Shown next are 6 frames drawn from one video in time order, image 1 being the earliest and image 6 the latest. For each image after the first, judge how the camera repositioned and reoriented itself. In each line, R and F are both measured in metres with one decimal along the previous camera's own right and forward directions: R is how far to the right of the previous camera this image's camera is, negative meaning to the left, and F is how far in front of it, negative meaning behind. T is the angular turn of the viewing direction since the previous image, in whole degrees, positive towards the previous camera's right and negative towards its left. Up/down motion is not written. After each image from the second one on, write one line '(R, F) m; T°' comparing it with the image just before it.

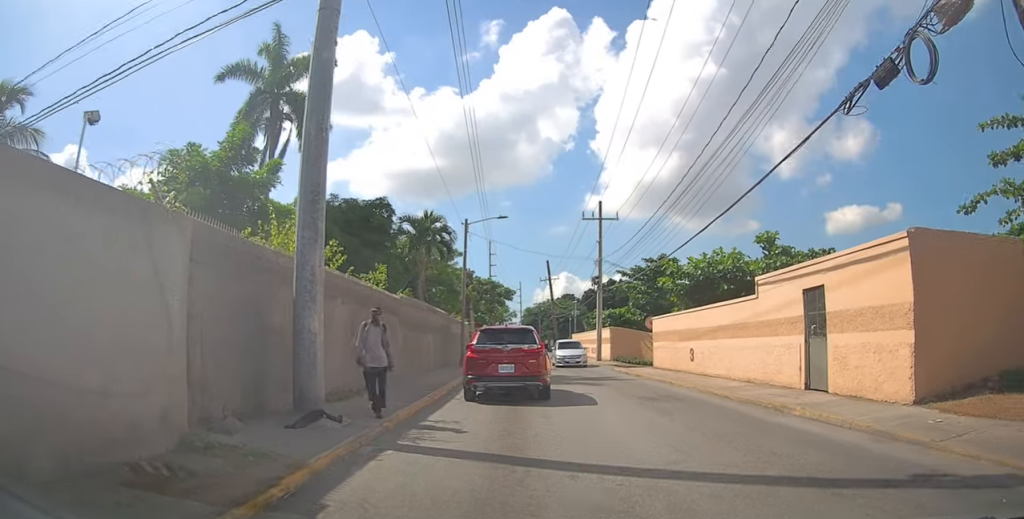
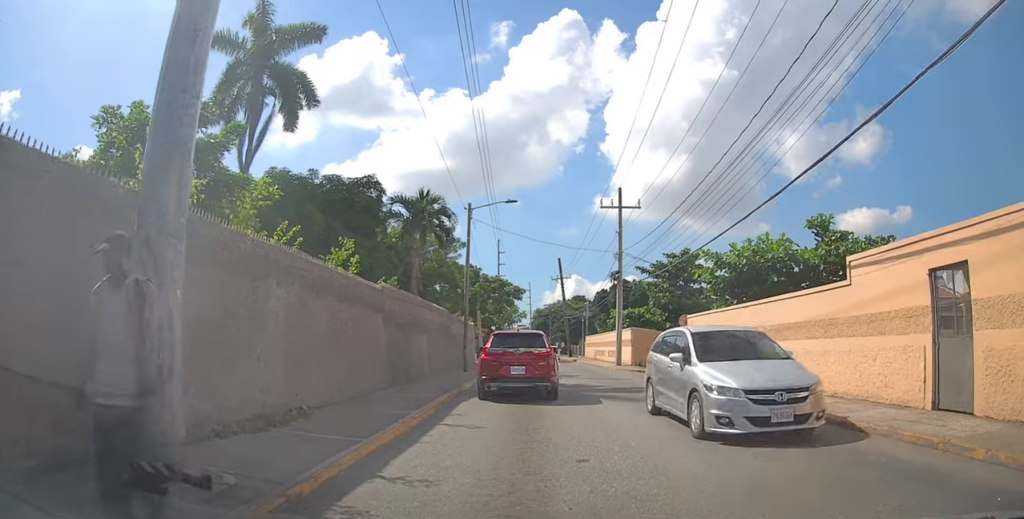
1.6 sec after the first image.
(+0.6, +3.9) m; +2°
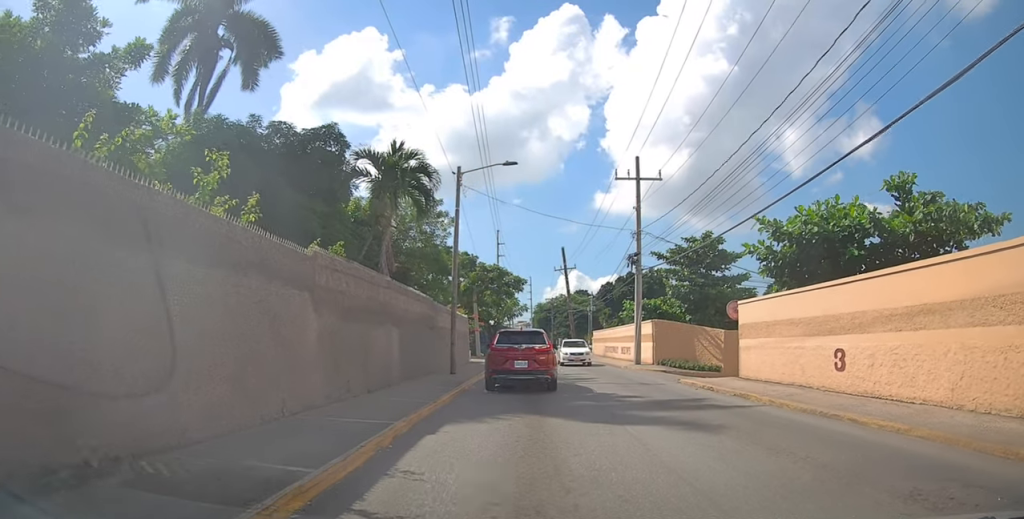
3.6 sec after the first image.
(-0.2, +5.3) m; +4°
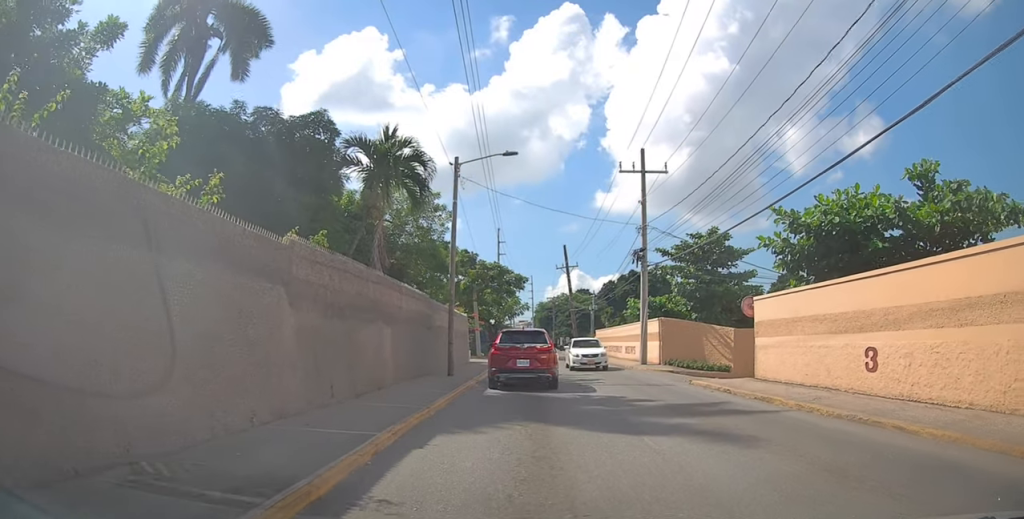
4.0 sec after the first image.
(0.0, +1.1) m; +3°
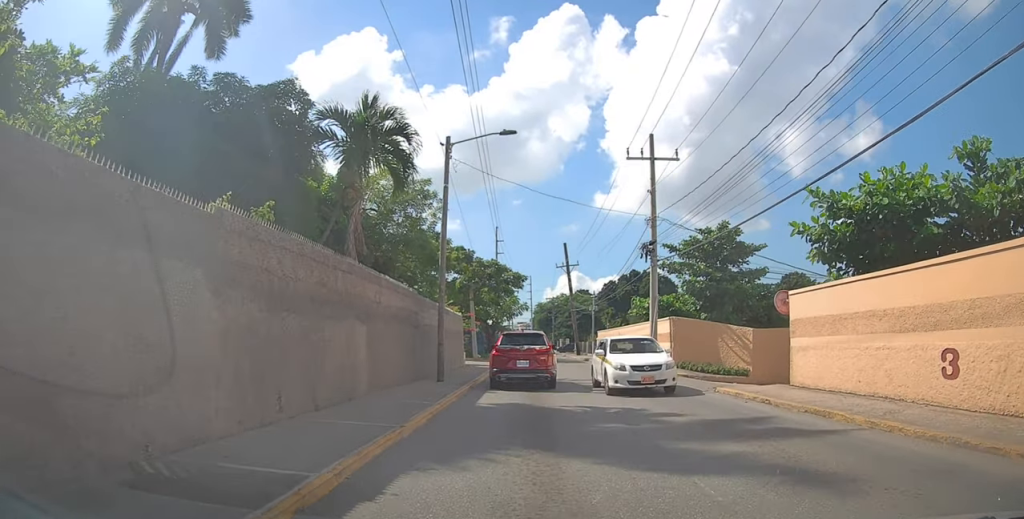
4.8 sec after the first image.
(+0.3, +2.4) m; 0°
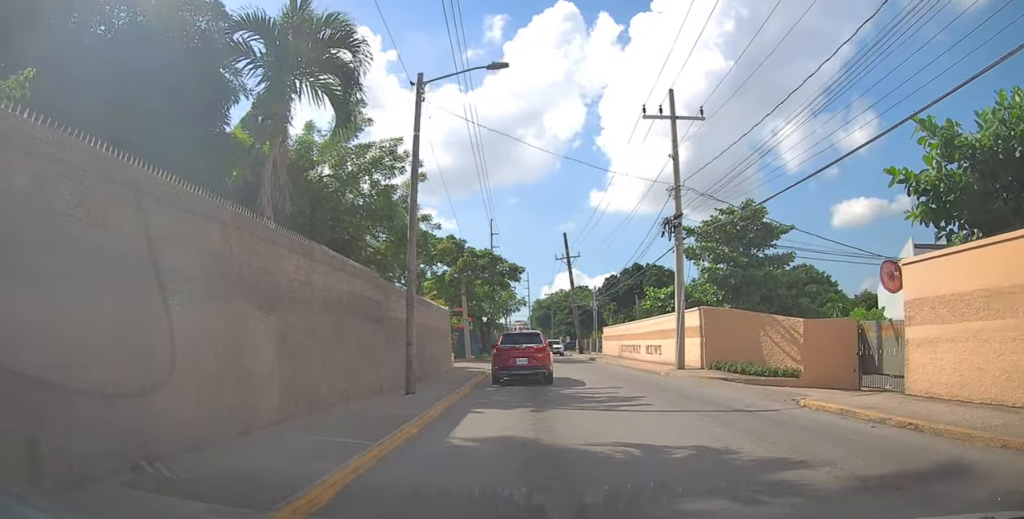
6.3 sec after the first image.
(-0.5, +4.7) m; -6°
